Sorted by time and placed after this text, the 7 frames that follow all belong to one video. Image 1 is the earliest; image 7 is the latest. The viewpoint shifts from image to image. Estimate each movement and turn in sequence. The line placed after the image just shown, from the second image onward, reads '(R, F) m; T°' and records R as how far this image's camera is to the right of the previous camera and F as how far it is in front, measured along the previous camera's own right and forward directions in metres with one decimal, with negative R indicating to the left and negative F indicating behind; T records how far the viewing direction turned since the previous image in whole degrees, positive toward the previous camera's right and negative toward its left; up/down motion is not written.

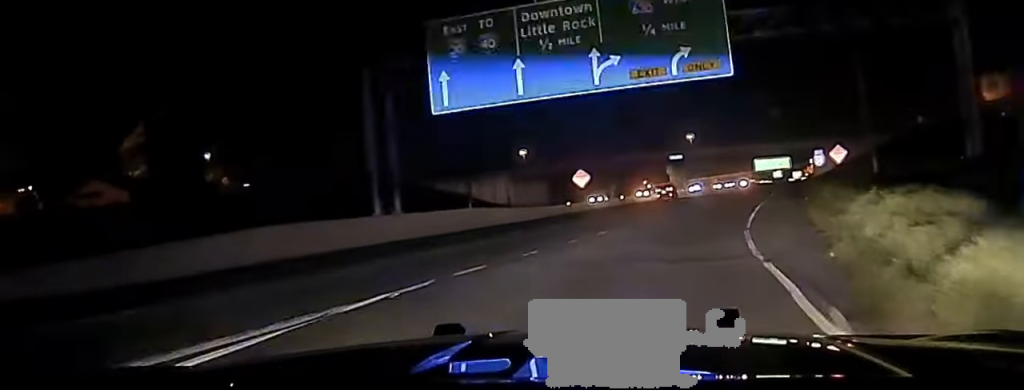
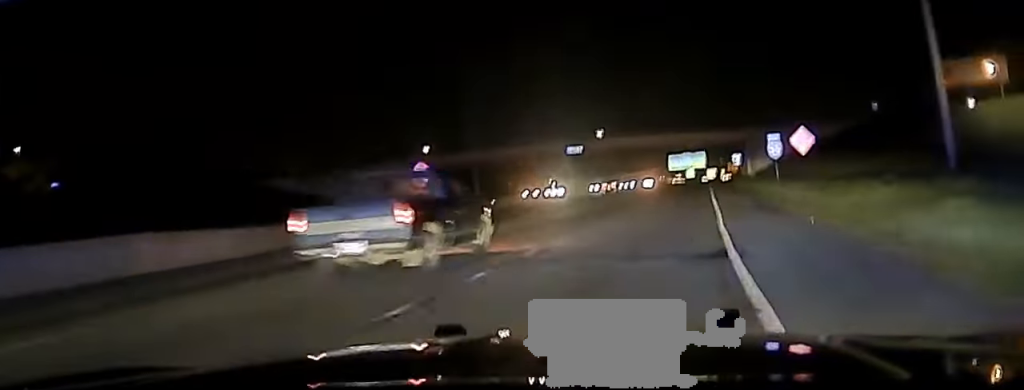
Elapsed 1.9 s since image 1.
(+1.0, +16.0) m; +7°
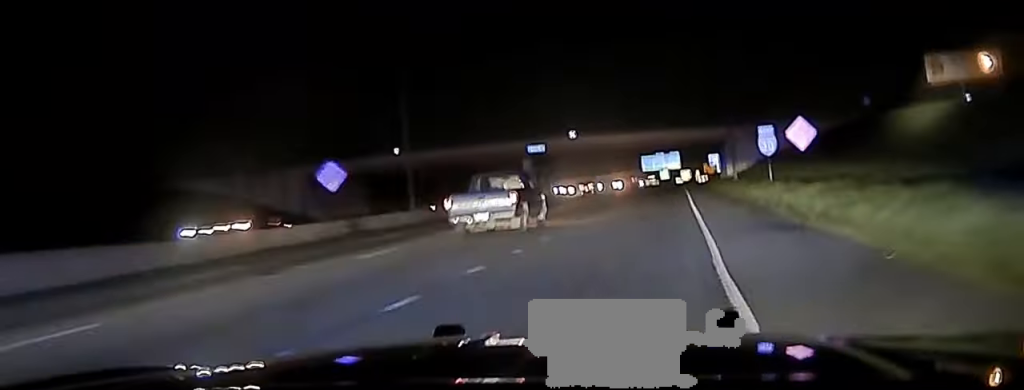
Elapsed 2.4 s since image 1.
(+0.2, +7.0) m; +2°
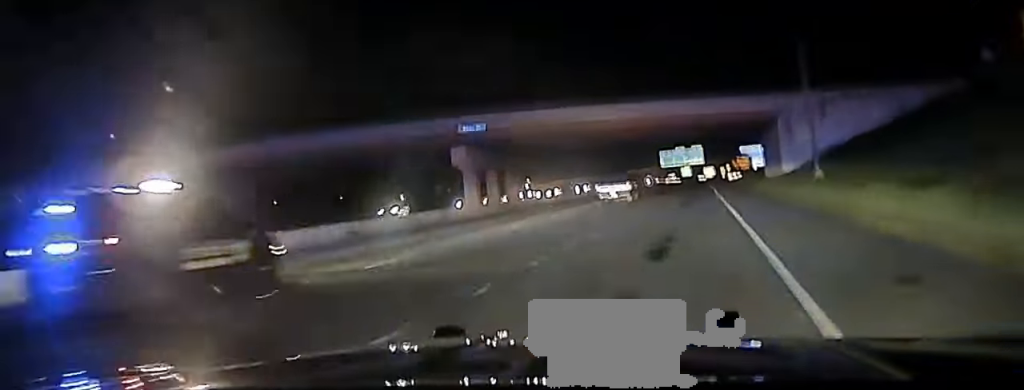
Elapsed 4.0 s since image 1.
(+0.3, +33.3) m; 0°
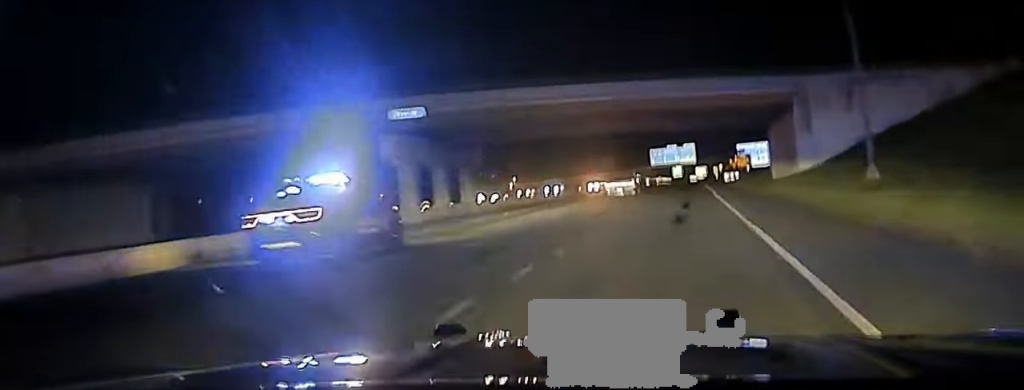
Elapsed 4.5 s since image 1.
(0.0, +11.6) m; 0°
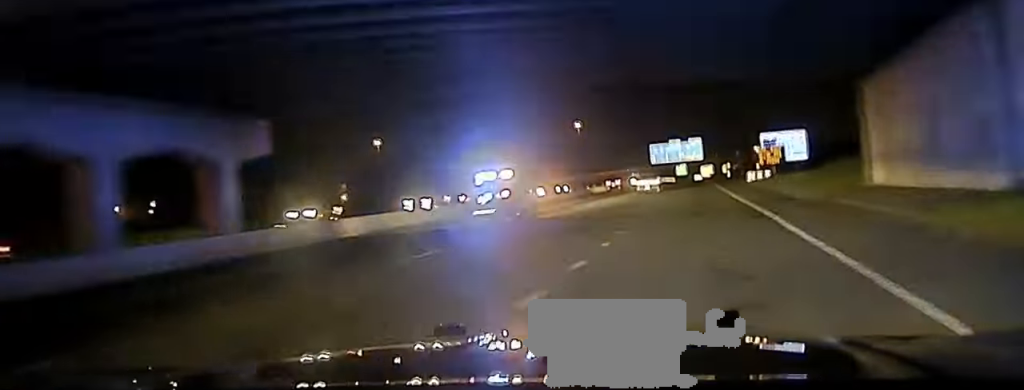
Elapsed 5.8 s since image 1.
(-0.2, +33.5) m; 0°
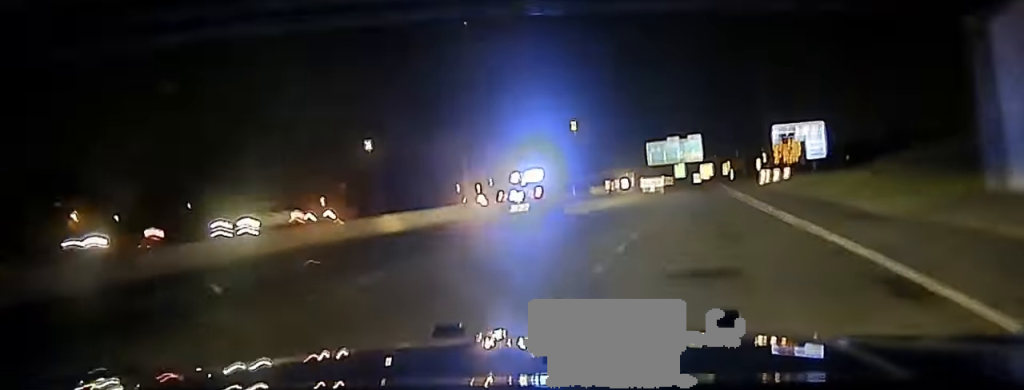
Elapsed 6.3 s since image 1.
(0.0, +14.1) m; 0°
